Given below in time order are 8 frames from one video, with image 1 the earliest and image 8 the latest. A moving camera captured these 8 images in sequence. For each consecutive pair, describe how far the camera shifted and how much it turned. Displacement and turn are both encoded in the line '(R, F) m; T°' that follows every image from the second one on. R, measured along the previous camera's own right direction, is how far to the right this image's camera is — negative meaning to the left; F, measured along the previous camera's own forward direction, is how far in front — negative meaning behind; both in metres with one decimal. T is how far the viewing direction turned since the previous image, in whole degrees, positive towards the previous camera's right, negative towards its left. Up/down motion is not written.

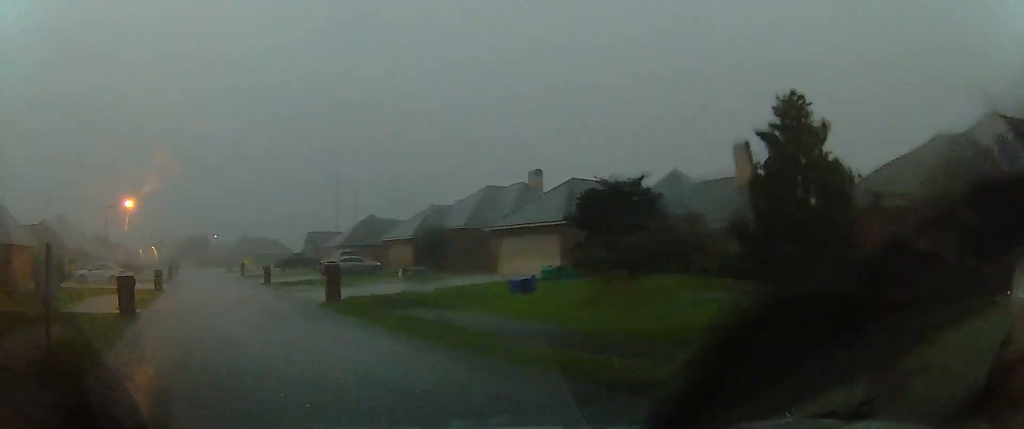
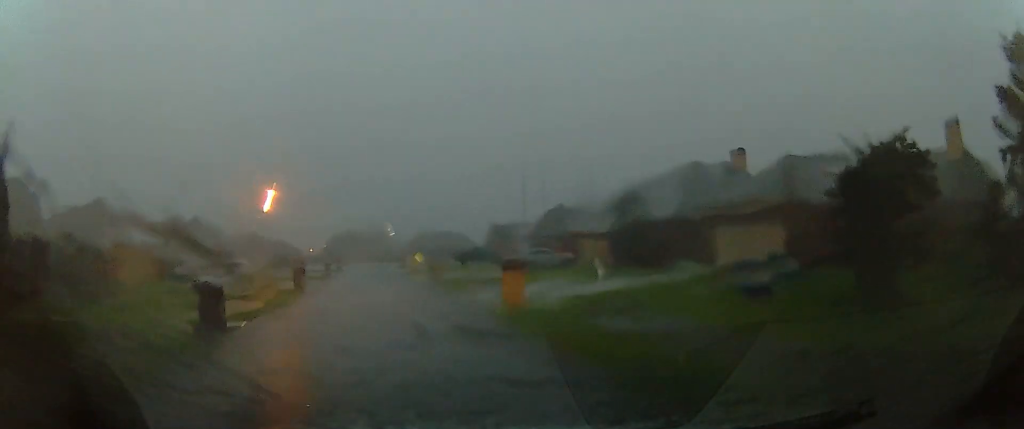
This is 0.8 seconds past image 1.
(-0.5, +4.4) m; -9°
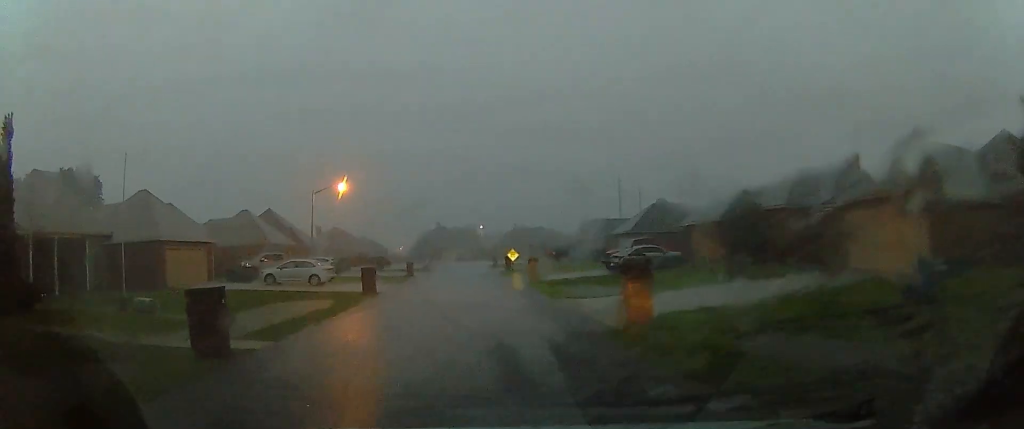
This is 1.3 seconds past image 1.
(-0.2, +3.6) m; -7°
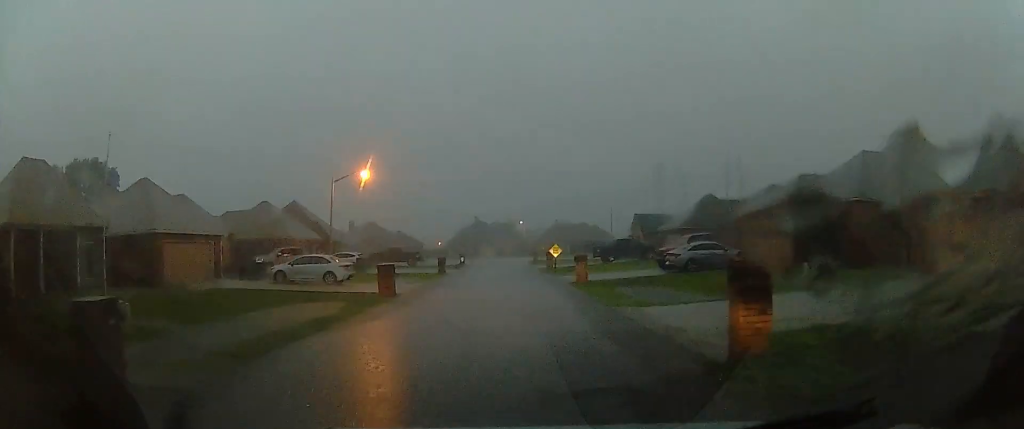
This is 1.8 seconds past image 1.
(-0.1, +3.6) m; -7°
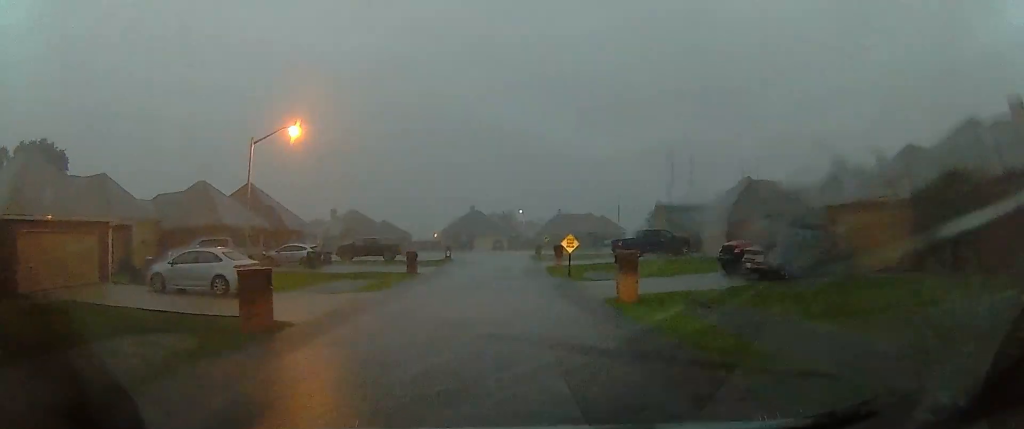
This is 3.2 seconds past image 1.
(-1.7, +10.0) m; -15°
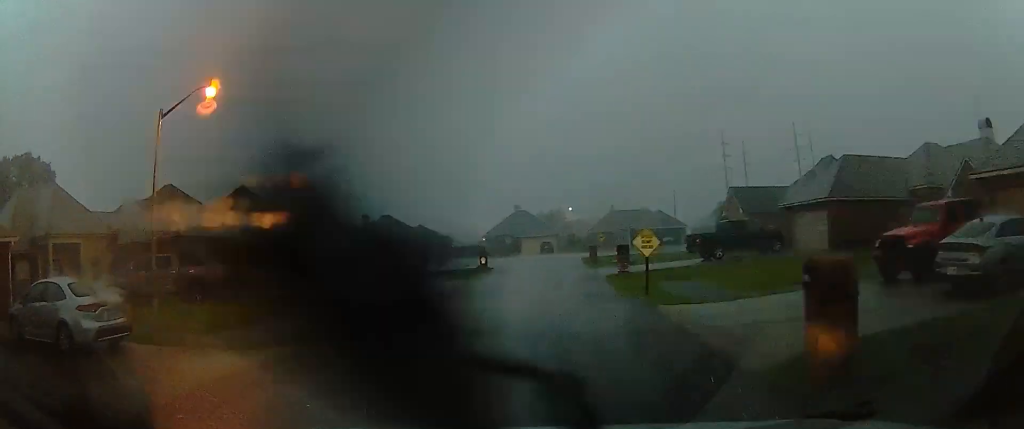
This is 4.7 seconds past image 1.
(-0.4, +9.7) m; -10°
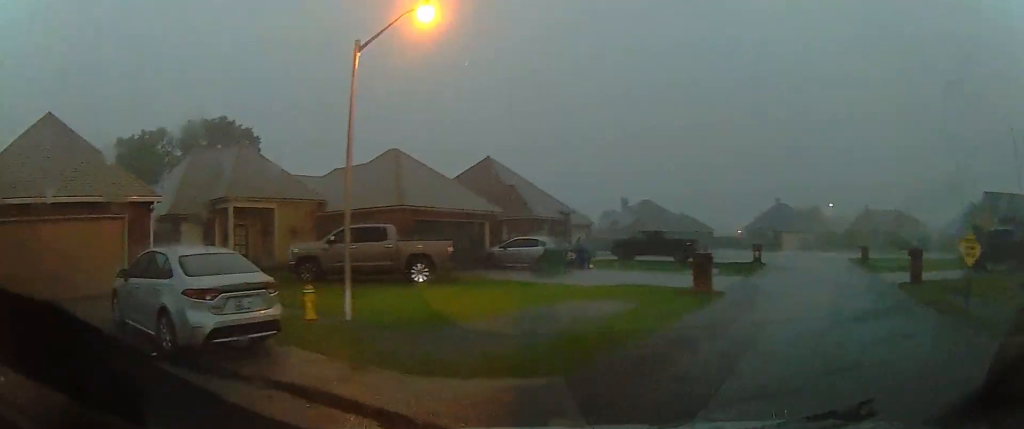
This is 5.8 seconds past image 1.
(-0.8, +5.0) m; -26°
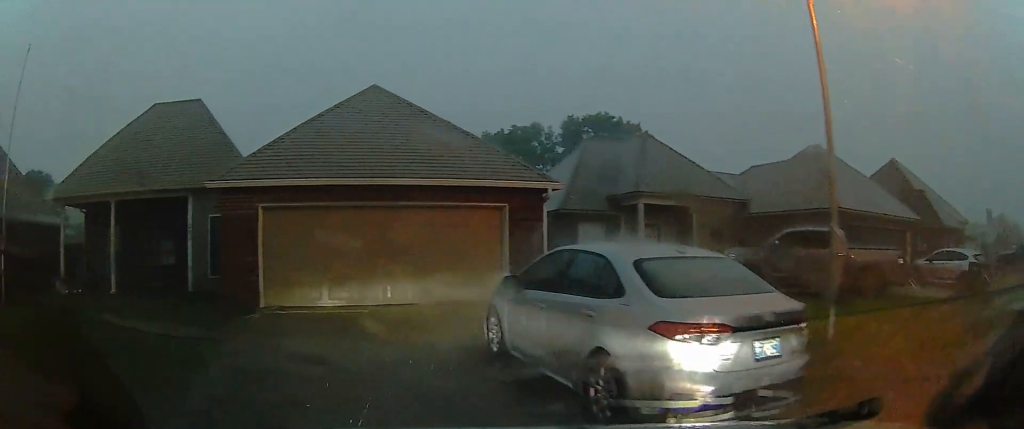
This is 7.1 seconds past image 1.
(-1.5, +3.7) m; -44°
